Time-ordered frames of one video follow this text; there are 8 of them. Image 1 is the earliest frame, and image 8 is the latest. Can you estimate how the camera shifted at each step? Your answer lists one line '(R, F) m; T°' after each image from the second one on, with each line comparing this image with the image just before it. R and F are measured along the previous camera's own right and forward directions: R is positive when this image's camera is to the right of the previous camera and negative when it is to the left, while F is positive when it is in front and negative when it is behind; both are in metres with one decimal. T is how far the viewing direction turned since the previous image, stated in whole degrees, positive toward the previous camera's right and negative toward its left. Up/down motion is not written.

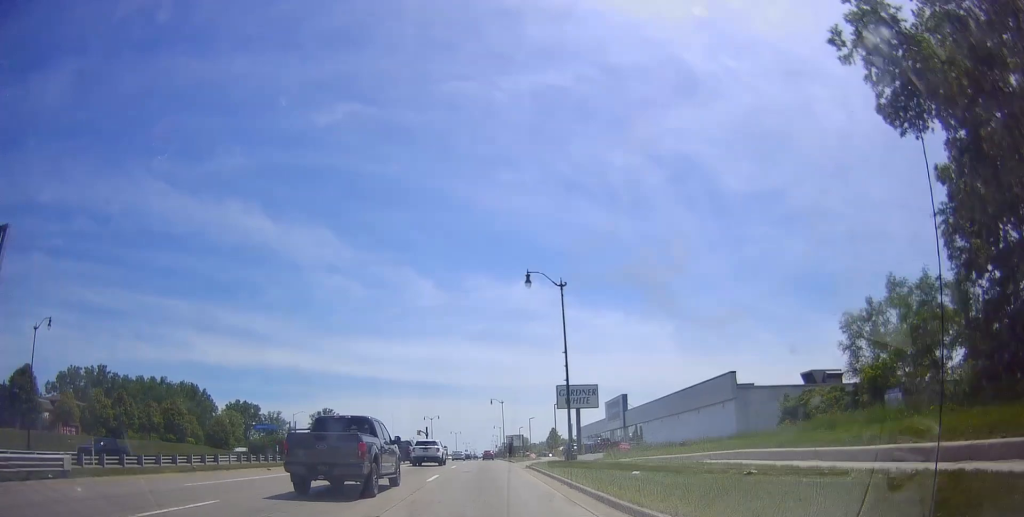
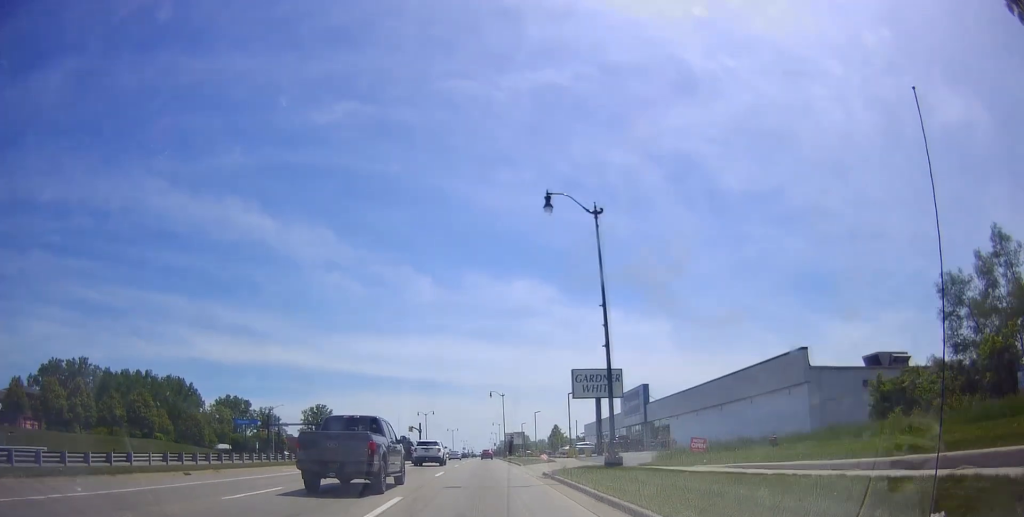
(-0.4, +11.1) m; 0°
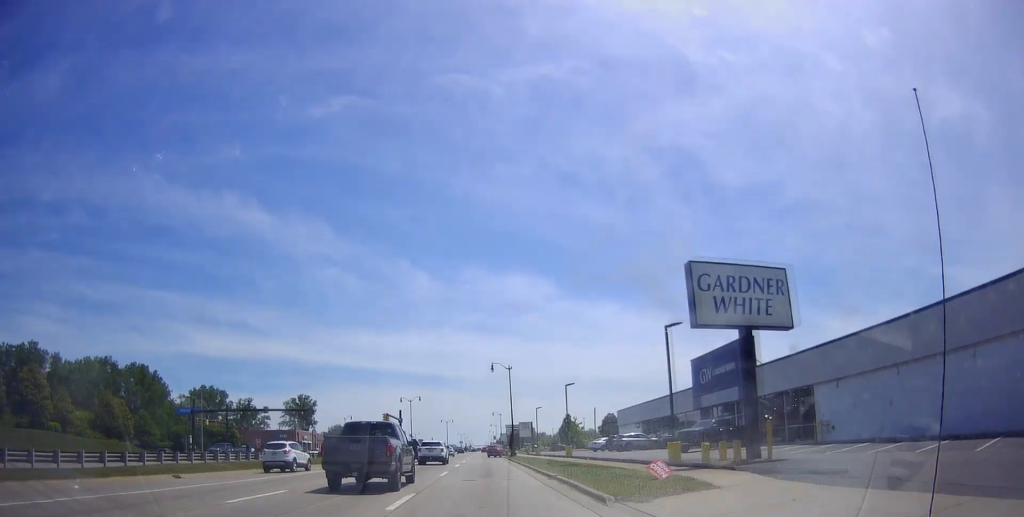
(+1.0, +27.8) m; +2°
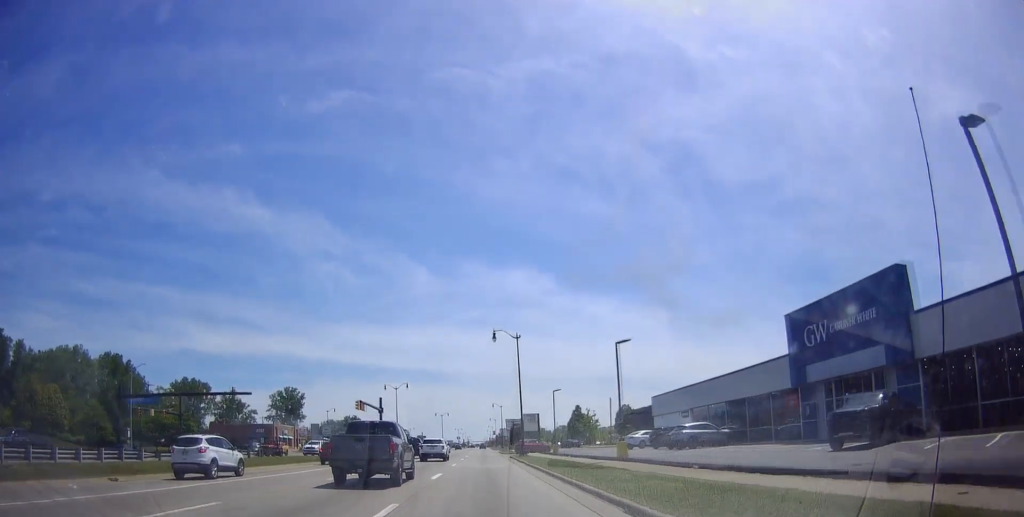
(0.0, +17.5) m; -1°
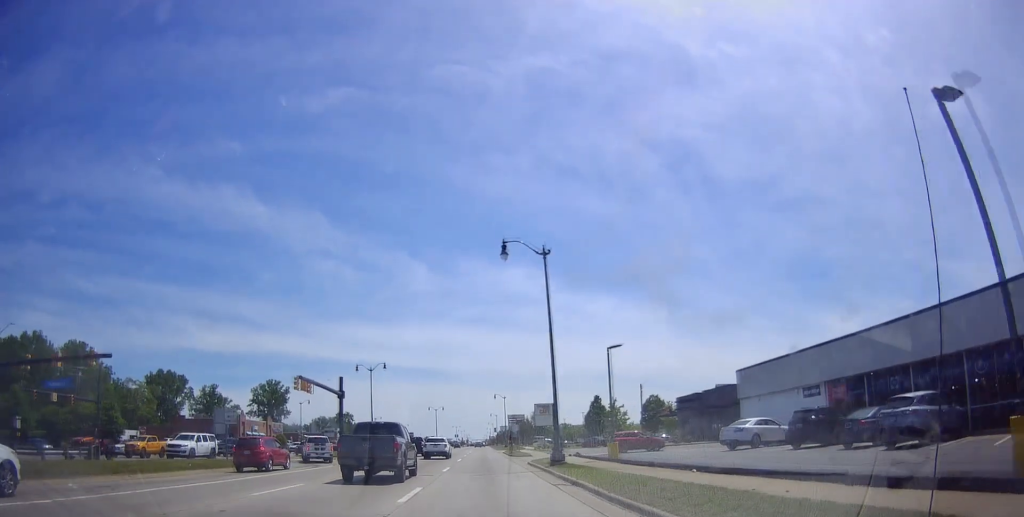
(-0.6, +22.4) m; -2°
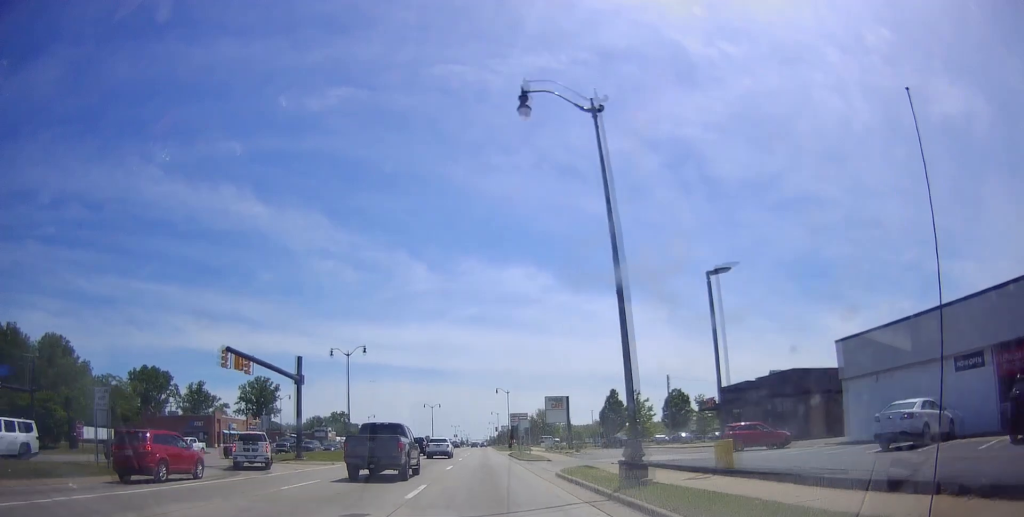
(0.0, +13.3) m; +1°
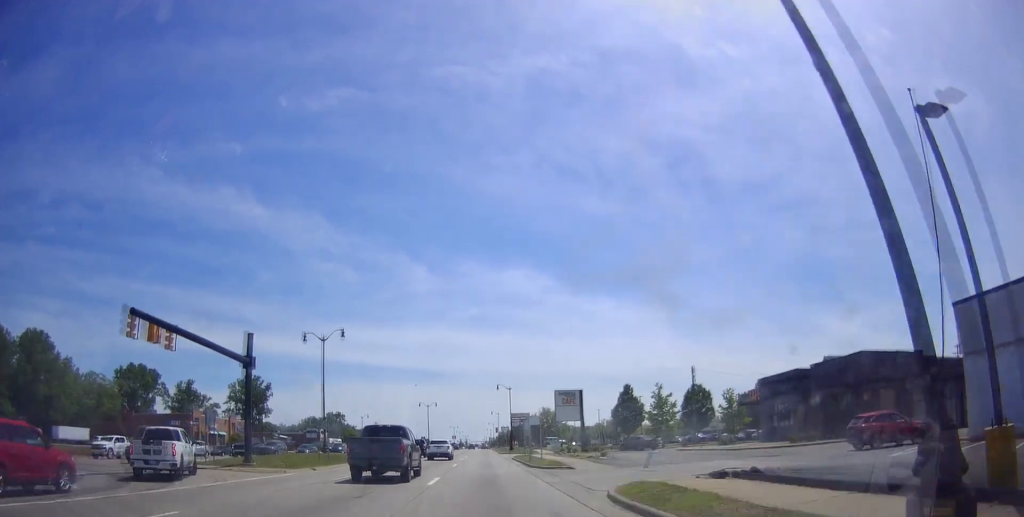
(+0.3, +9.7) m; +1°
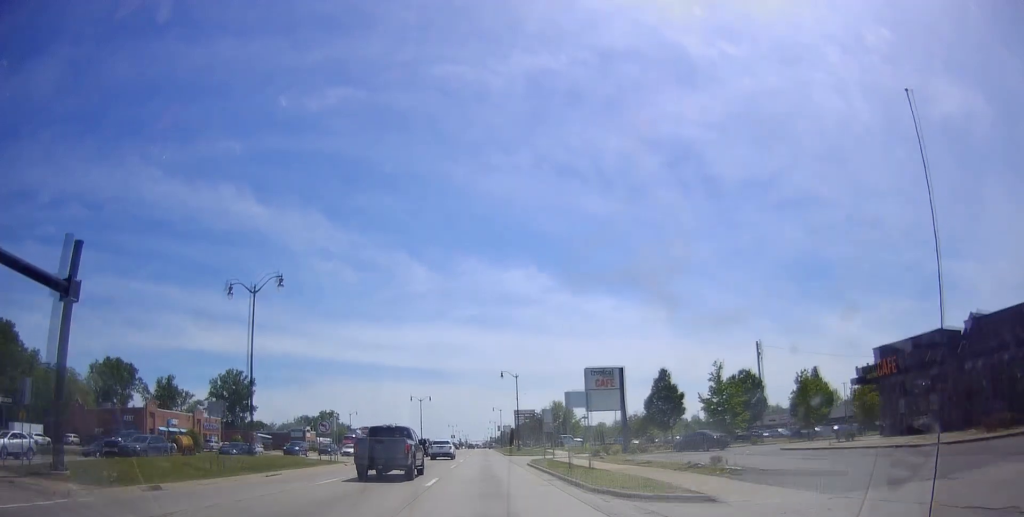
(+0.1, +16.9) m; 0°
